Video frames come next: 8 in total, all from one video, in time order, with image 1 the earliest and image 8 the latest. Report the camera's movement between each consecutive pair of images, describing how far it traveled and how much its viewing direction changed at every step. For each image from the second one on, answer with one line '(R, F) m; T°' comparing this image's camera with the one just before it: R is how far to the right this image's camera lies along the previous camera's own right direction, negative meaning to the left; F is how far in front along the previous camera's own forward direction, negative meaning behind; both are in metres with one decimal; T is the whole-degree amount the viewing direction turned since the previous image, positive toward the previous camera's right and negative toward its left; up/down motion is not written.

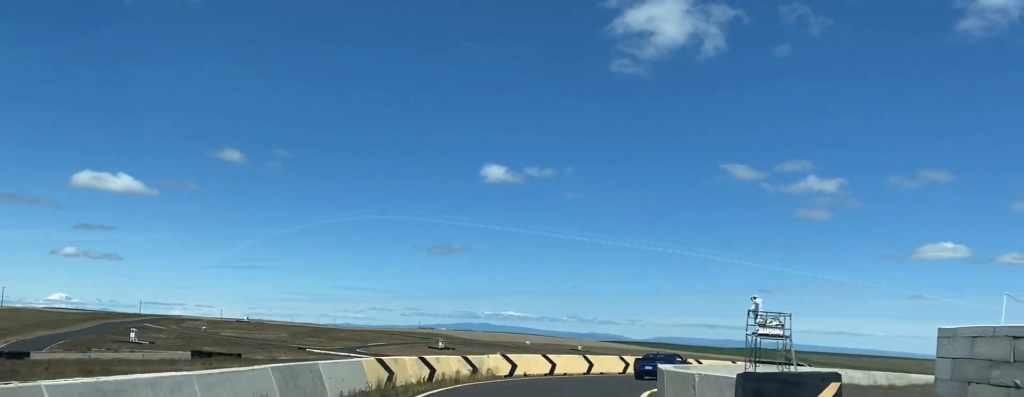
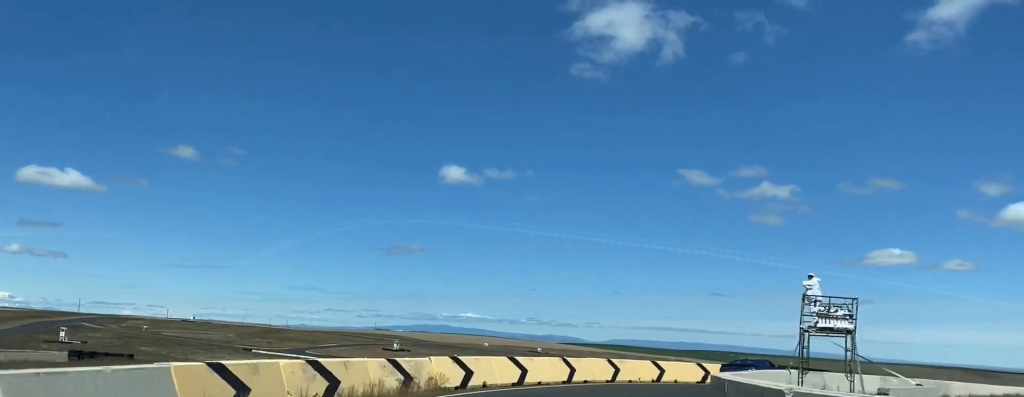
(+0.4, +10.8) m; +5°
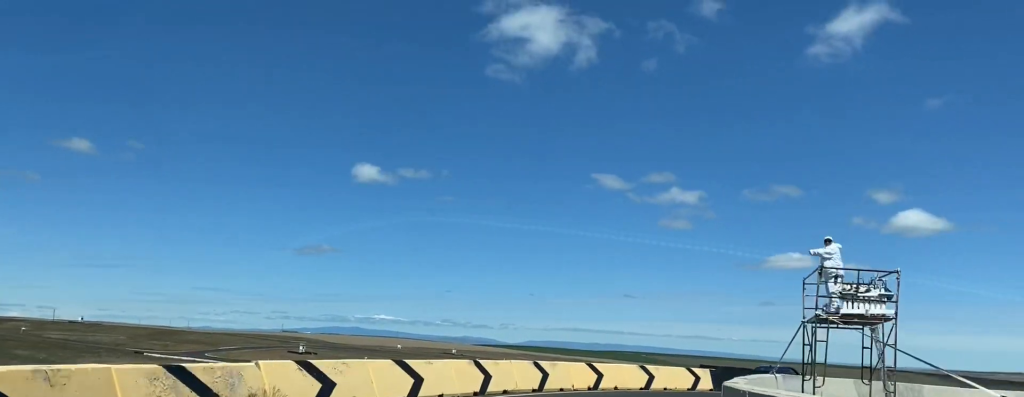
(-0.3, +8.5) m; +4°
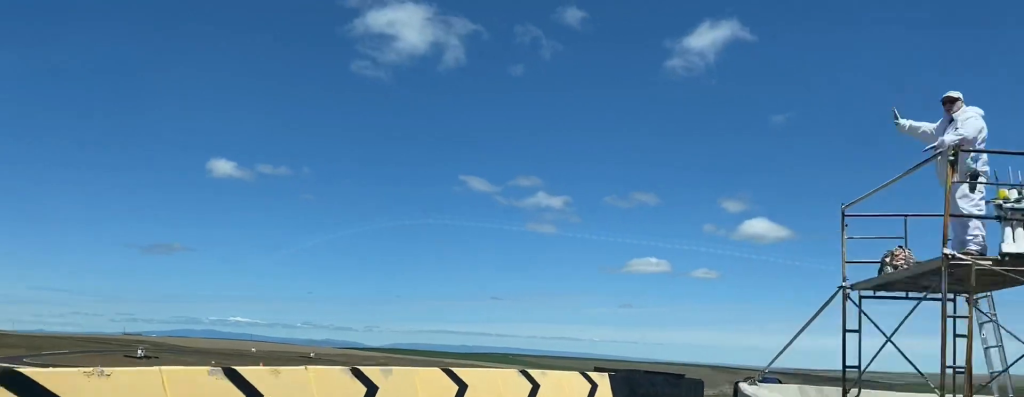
(+1.0, +11.0) m; +9°
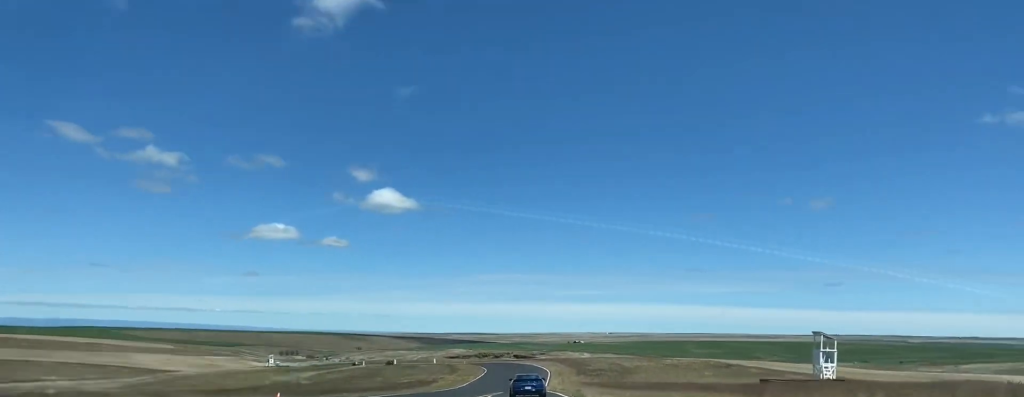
(+9.0, +36.7) m; +23°
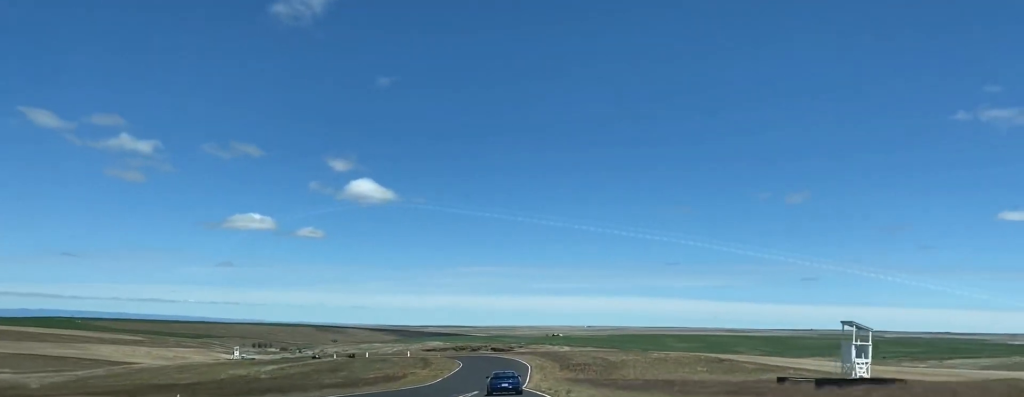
(+0.6, +10.7) m; +2°
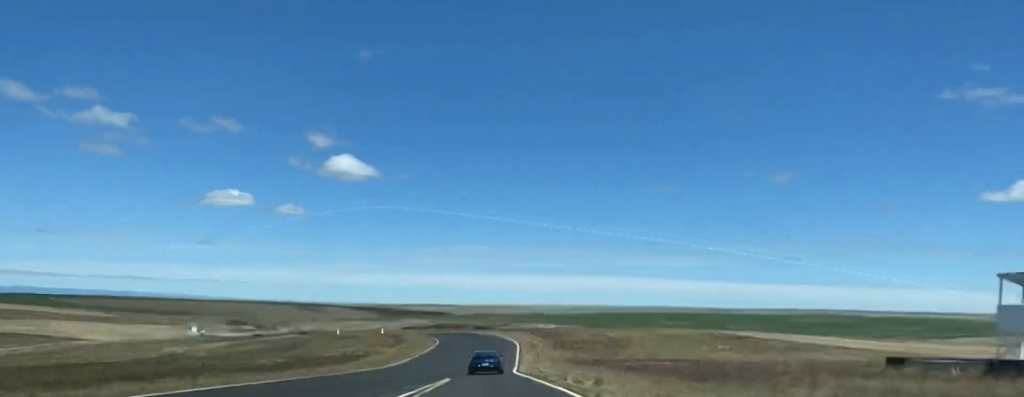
(+0.4, +20.7) m; +1°
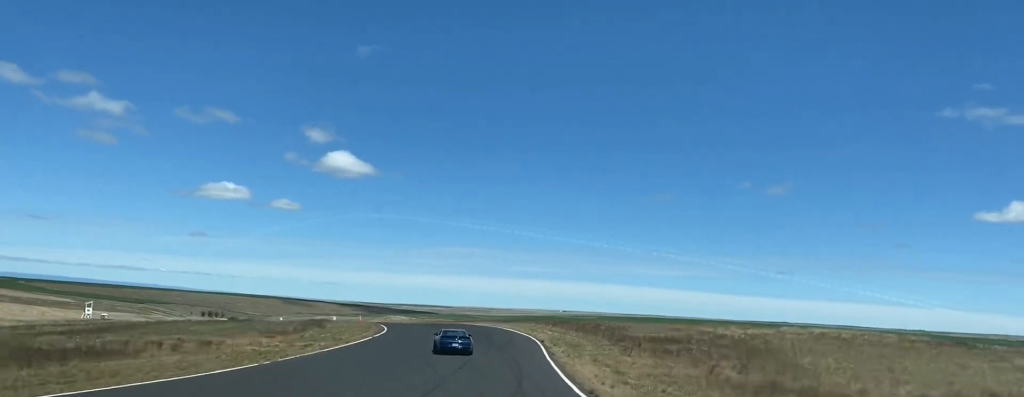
(+0.6, +54.0) m; +1°
